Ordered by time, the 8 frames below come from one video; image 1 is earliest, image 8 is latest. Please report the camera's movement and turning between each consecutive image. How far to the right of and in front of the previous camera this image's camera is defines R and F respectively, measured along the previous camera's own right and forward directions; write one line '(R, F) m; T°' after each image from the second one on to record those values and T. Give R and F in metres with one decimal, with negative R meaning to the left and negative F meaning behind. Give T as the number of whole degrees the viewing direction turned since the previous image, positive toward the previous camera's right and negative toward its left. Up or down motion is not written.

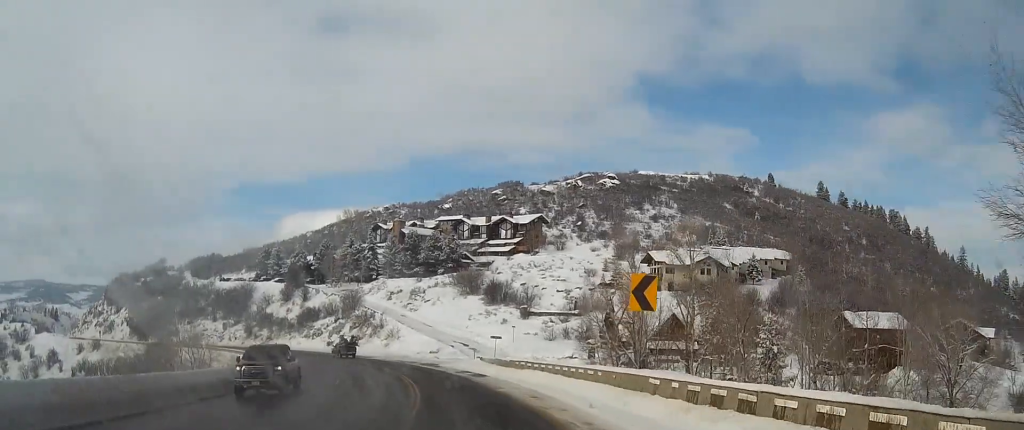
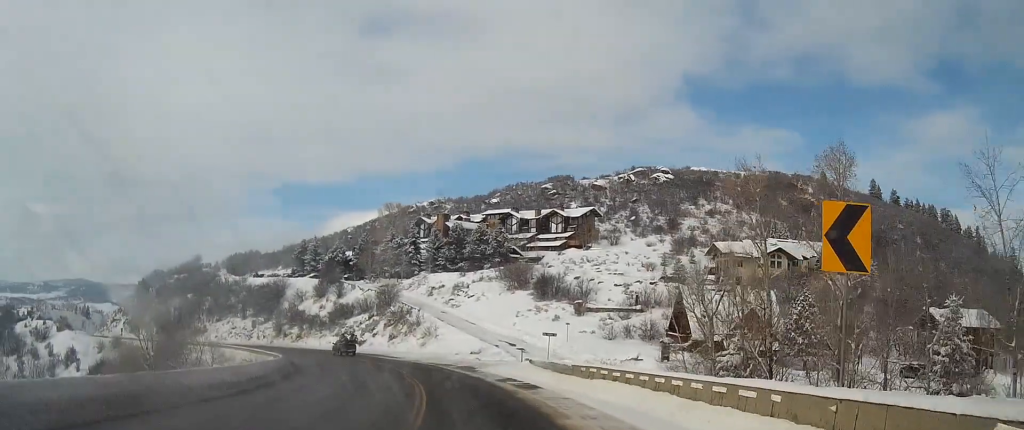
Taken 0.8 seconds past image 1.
(-0.3, +12.3) m; -3°
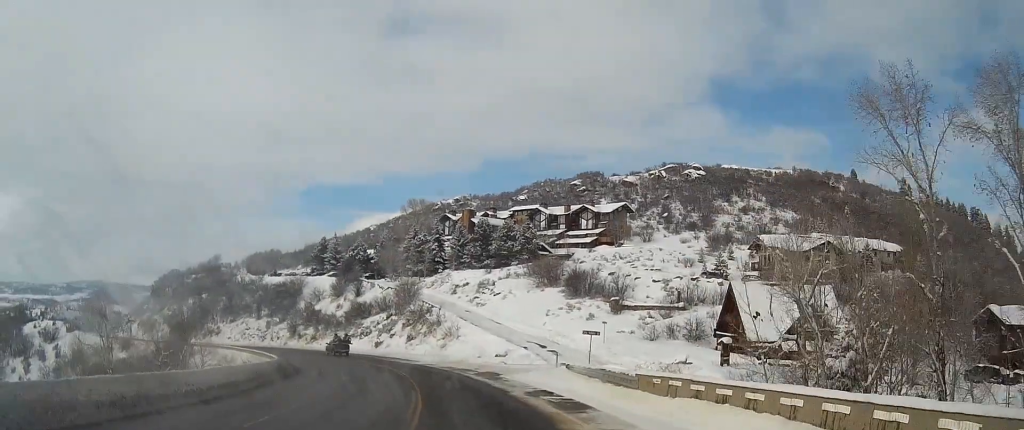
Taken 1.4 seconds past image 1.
(-0.2, +8.9) m; -2°
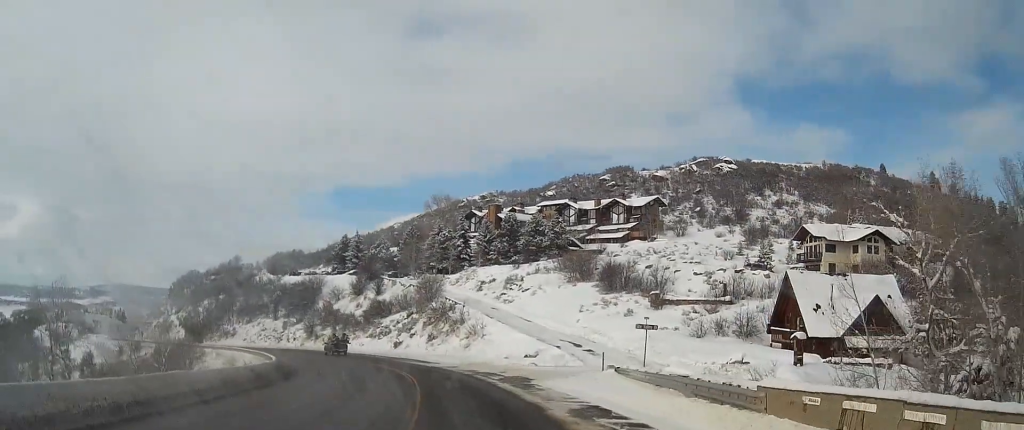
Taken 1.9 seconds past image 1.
(-0.1, +7.9) m; -2°
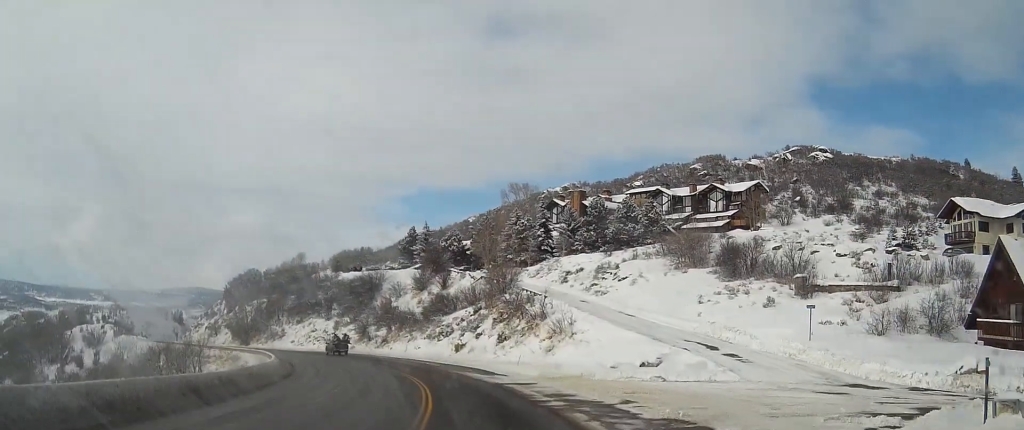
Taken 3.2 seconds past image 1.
(-1.1, +21.9) m; -6°
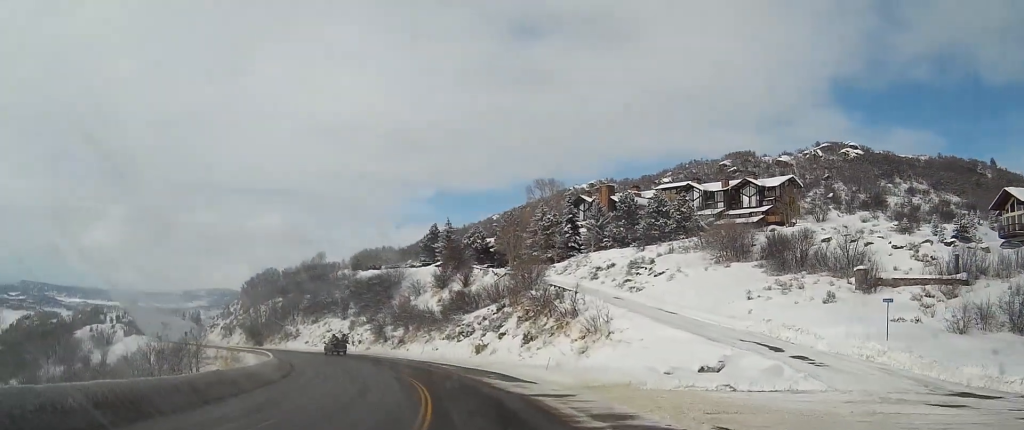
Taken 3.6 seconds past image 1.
(-0.2, +7.4) m; -2°
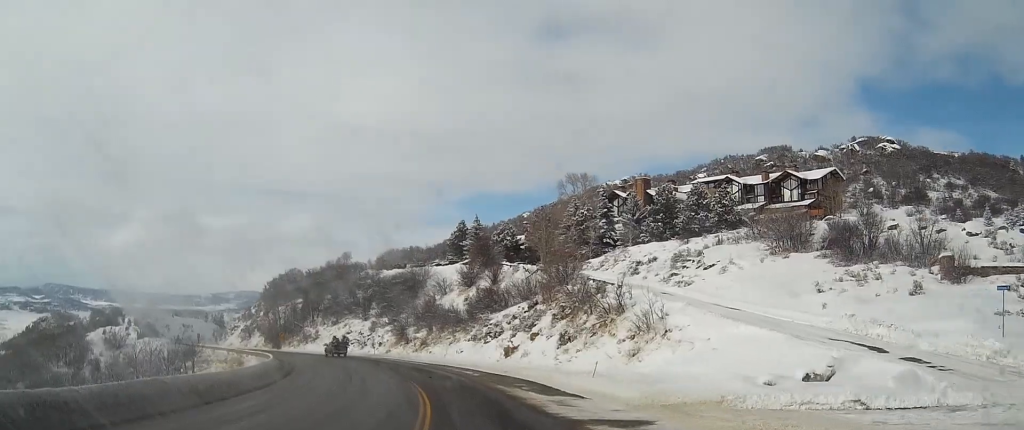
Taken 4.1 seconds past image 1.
(0.0, +8.6) m; -3°
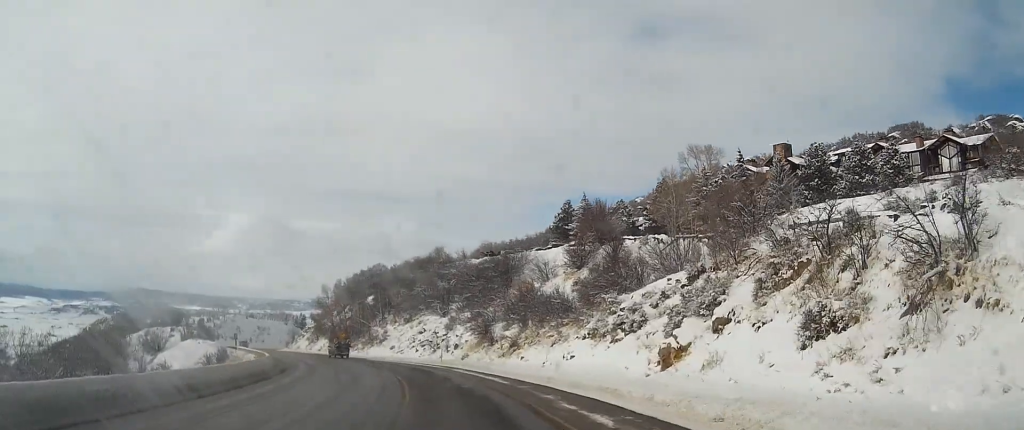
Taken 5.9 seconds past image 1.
(-2.0, +31.3) m; -7°
